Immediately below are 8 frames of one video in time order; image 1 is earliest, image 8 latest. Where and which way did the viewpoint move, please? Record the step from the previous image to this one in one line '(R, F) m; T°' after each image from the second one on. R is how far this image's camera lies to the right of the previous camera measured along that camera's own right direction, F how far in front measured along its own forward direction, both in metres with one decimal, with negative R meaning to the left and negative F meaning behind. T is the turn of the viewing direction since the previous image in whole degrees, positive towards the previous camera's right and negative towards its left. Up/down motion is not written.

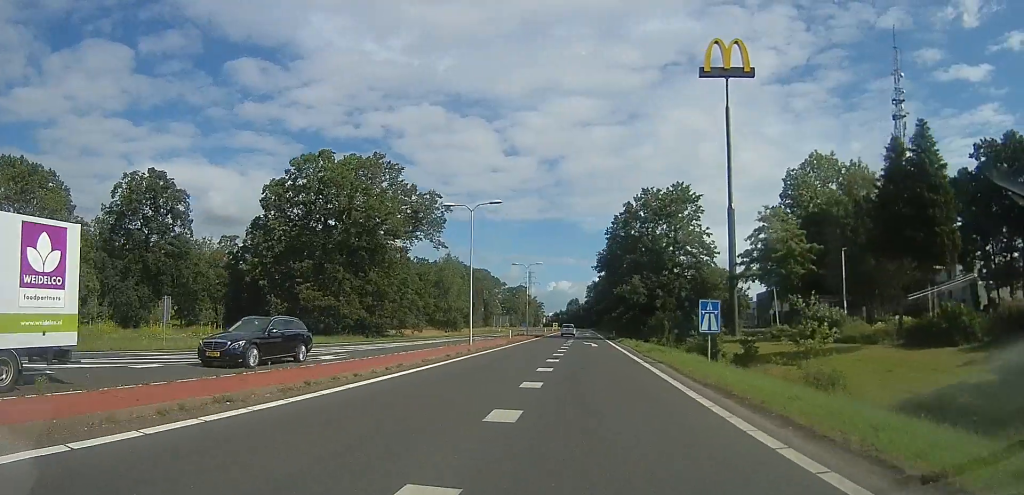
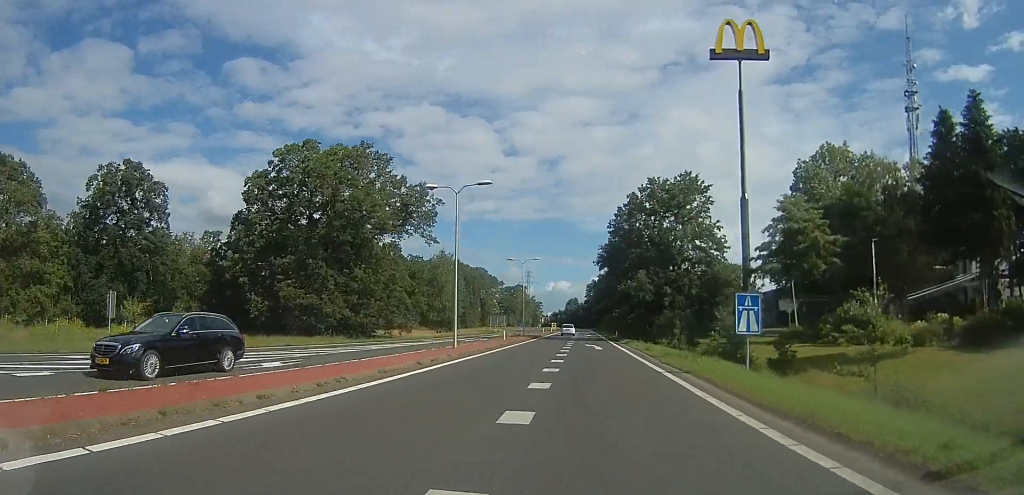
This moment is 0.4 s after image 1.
(-0.4, +4.0) m; +1°
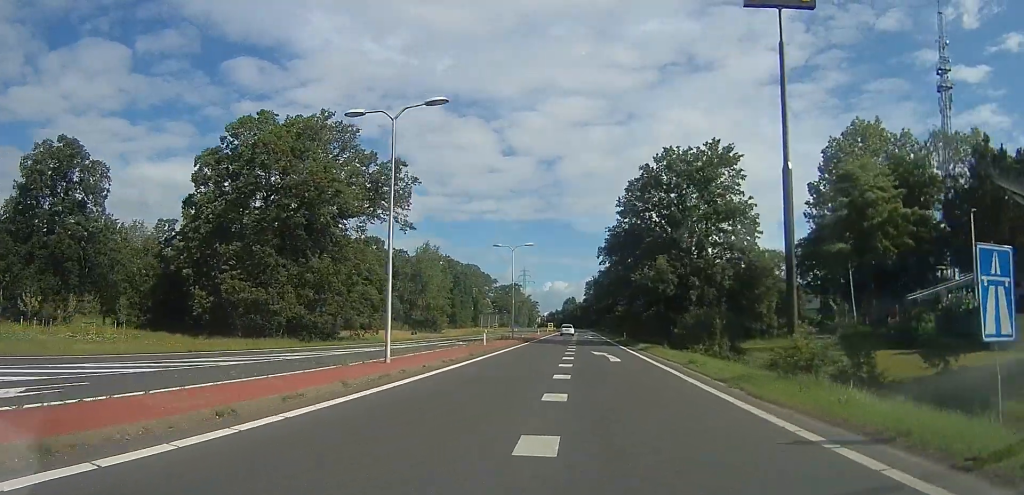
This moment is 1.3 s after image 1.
(+0.4, +9.5) m; +4°
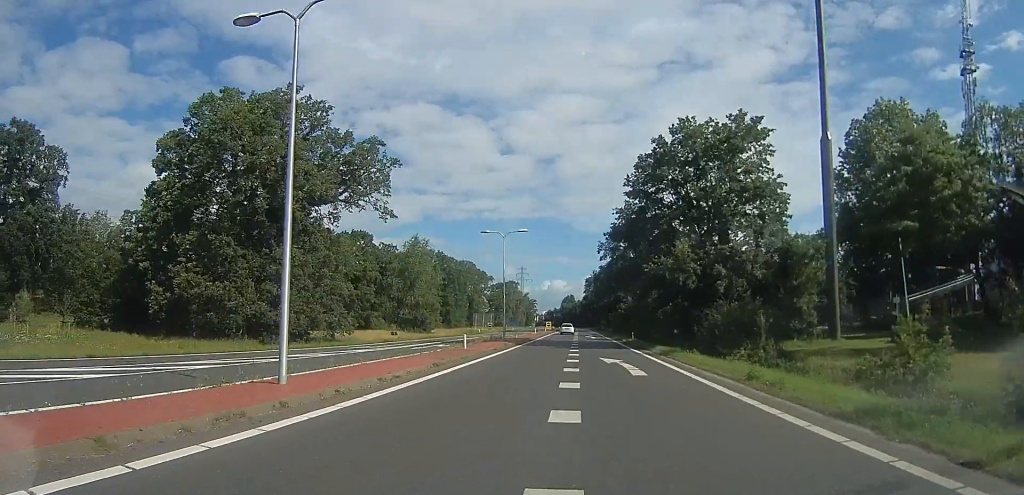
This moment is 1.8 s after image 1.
(+0.3, +5.8) m; +3°
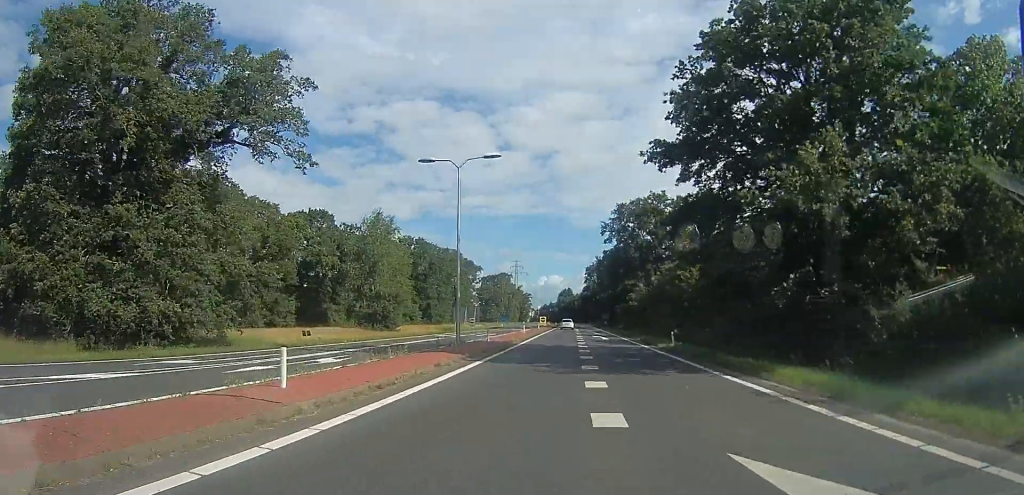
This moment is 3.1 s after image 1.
(0.0, +16.4) m; -1°
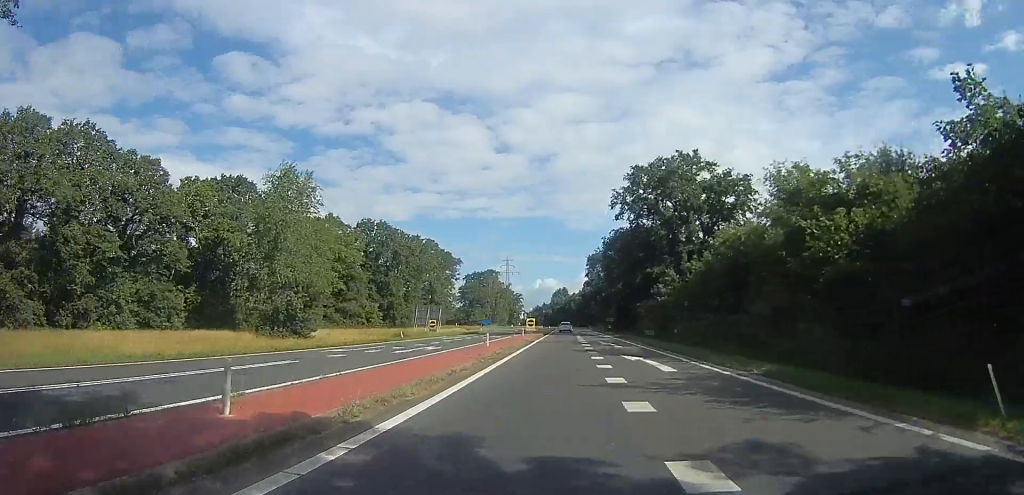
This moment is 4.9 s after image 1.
(-0.7, +22.1) m; -3°
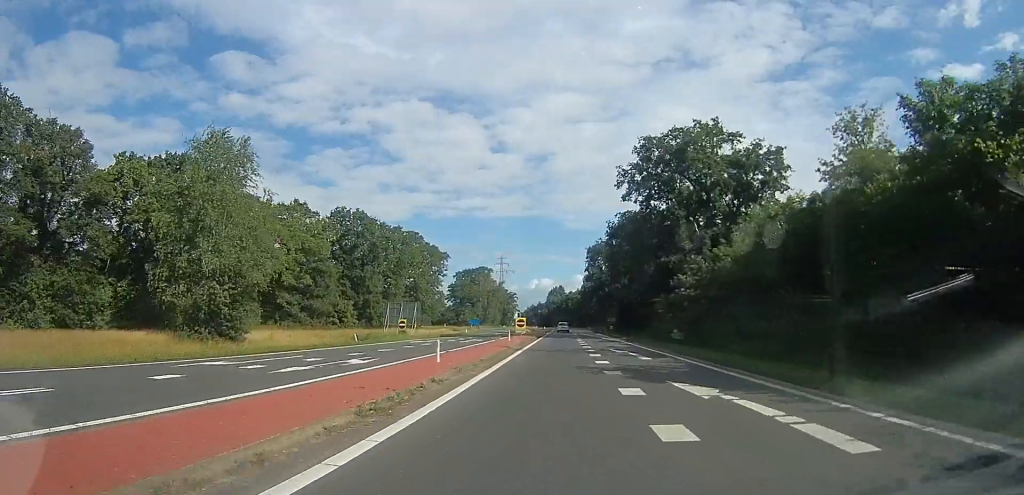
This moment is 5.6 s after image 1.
(-0.1, +9.8) m; +1°
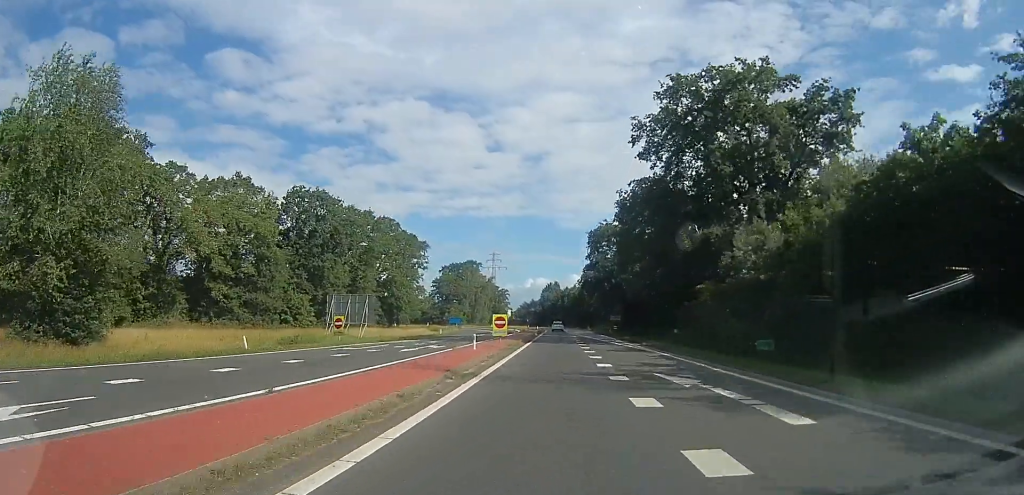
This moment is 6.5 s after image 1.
(+0.4, +12.9) m; +3°
